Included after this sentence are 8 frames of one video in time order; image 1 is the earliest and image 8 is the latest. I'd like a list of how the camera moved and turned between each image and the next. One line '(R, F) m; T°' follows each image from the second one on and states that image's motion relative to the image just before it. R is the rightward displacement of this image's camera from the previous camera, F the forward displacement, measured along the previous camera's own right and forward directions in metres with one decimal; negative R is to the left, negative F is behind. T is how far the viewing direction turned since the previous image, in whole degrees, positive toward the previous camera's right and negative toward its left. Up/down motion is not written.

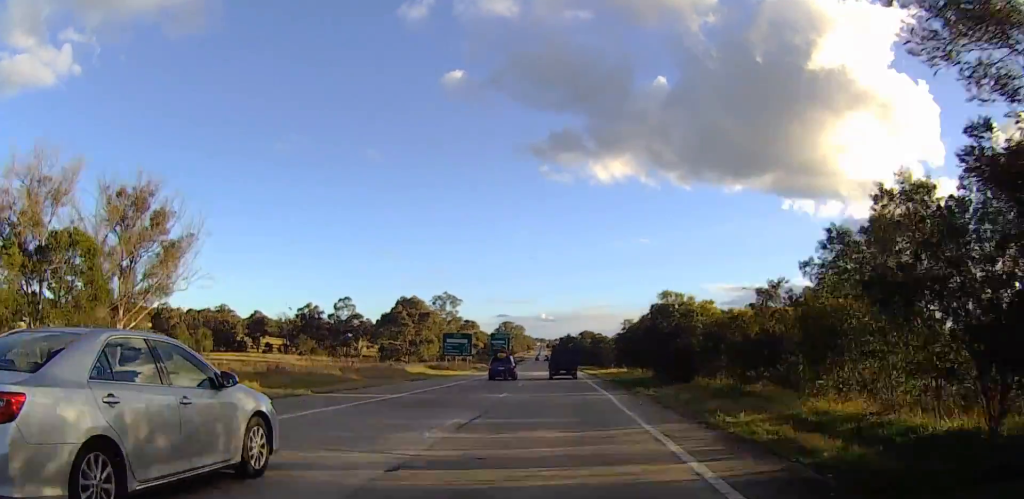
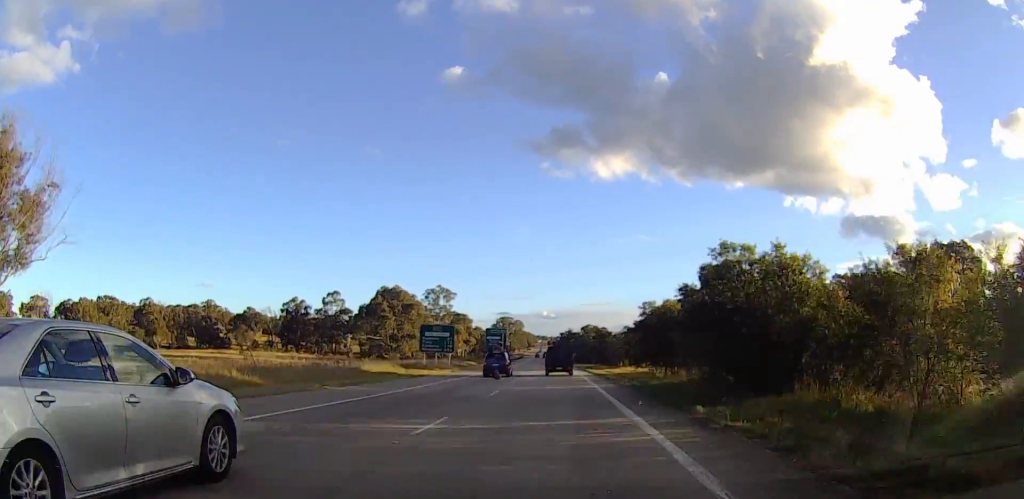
(0.0, +12.5) m; -1°
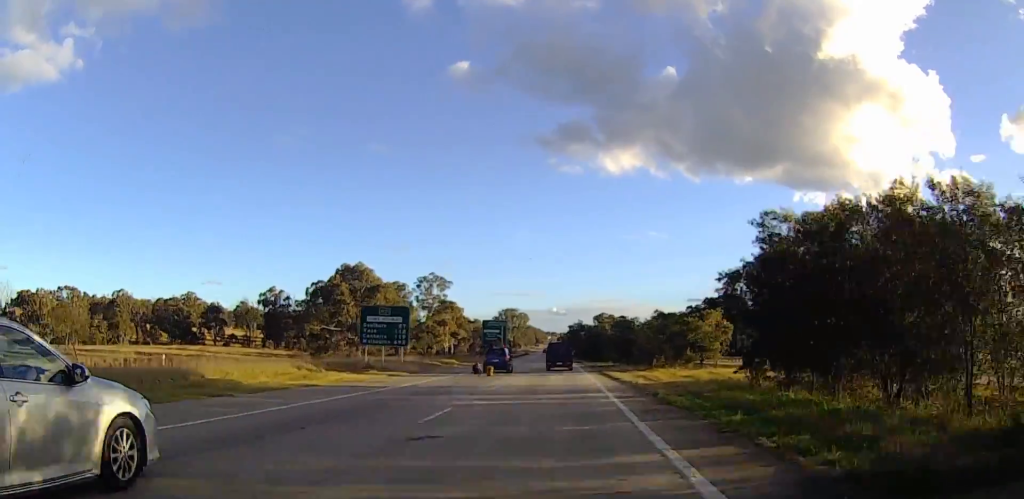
(-0.4, +22.6) m; -1°
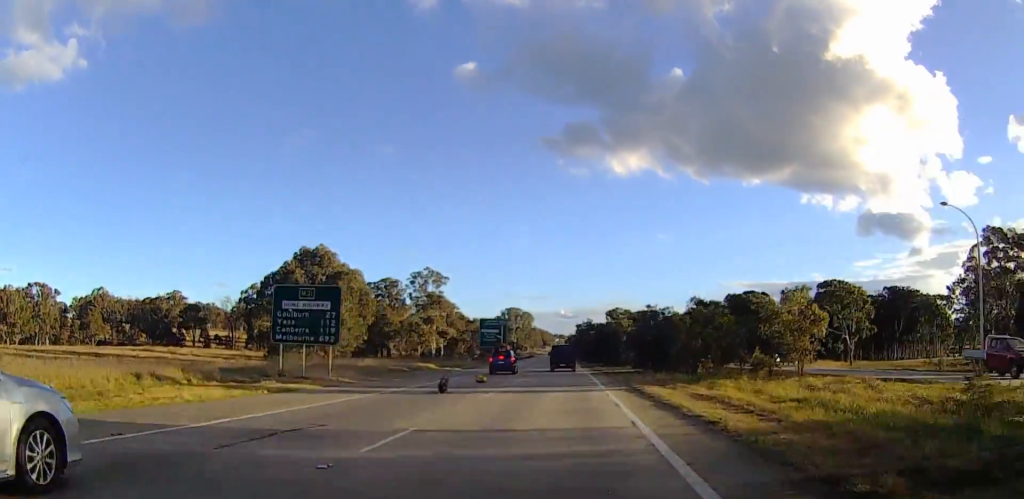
(0.0, +16.3) m; -1°
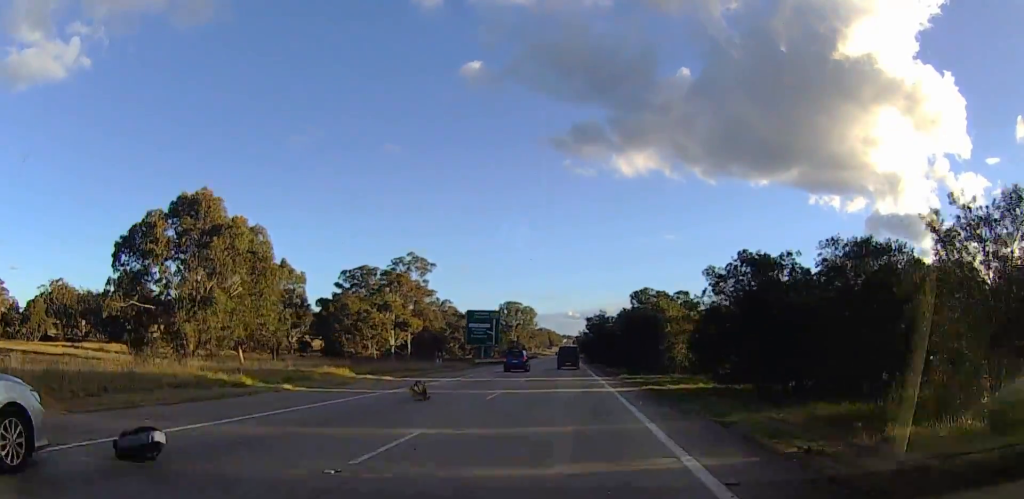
(-0.7, +27.5) m; -1°
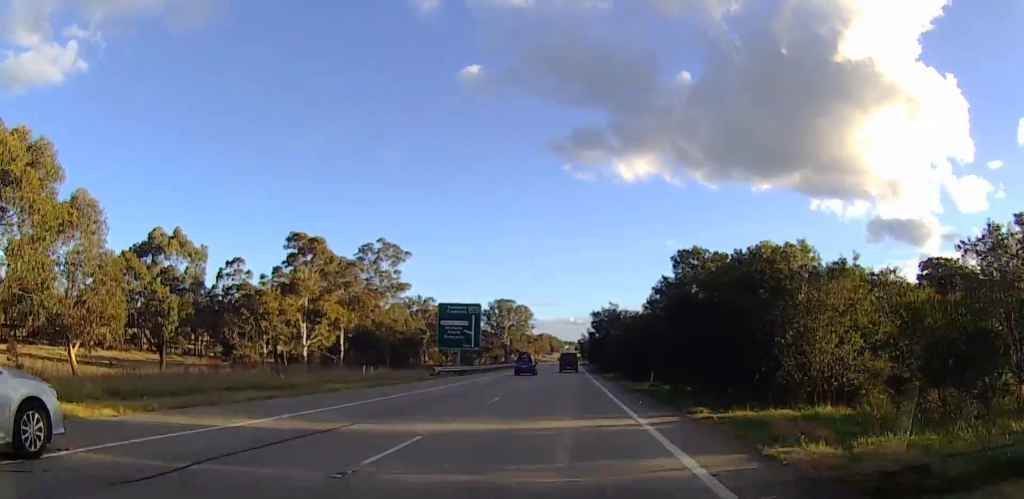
(+0.3, +26.0) m; +2°
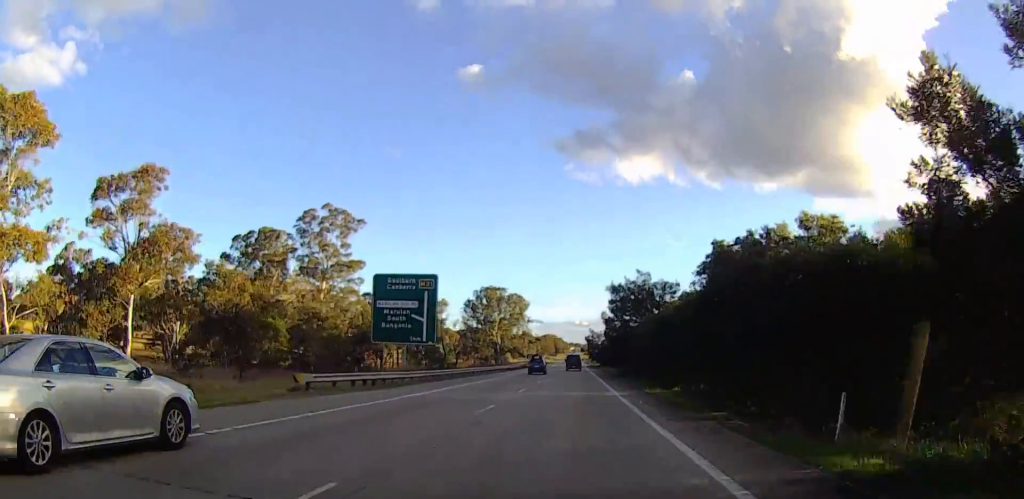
(+0.6, +30.4) m; +1°
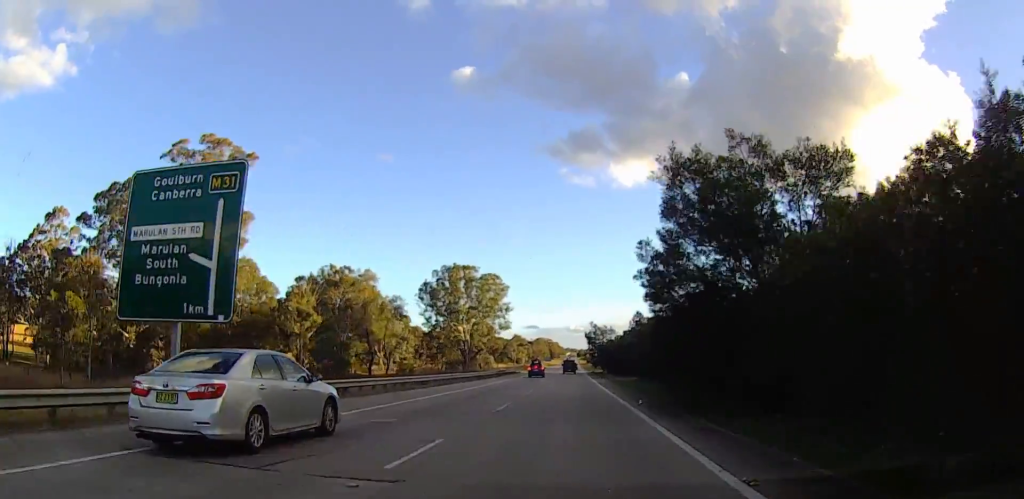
(-1.1, +31.7) m; -2°
